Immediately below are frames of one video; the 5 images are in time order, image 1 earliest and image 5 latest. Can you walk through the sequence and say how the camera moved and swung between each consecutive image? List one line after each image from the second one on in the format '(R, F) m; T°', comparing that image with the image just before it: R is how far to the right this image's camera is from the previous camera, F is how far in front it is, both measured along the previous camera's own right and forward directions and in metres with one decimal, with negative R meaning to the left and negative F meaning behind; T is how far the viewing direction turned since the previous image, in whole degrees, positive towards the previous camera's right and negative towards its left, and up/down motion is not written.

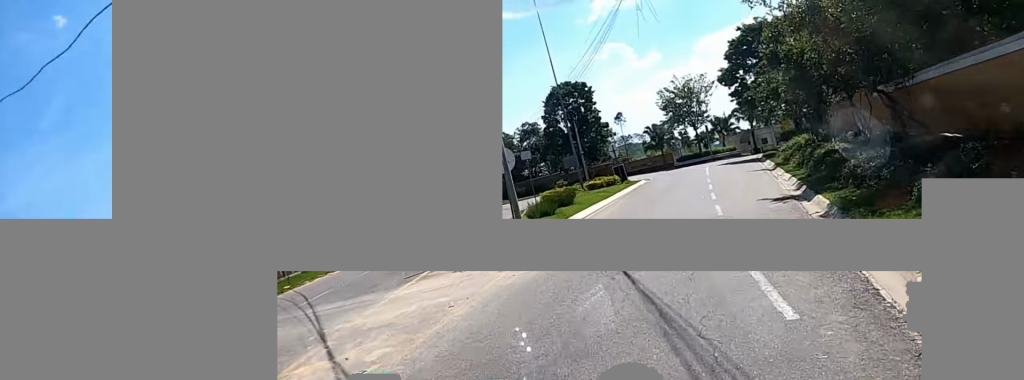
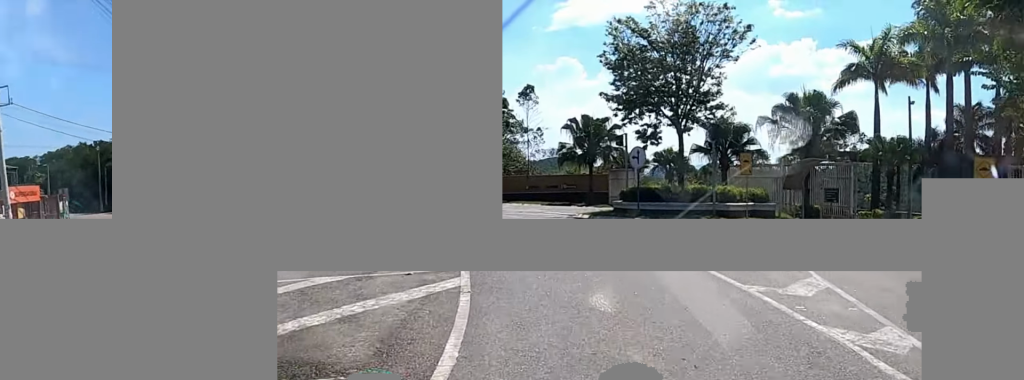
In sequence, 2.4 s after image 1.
(-4.3, +33.0) m; -25°
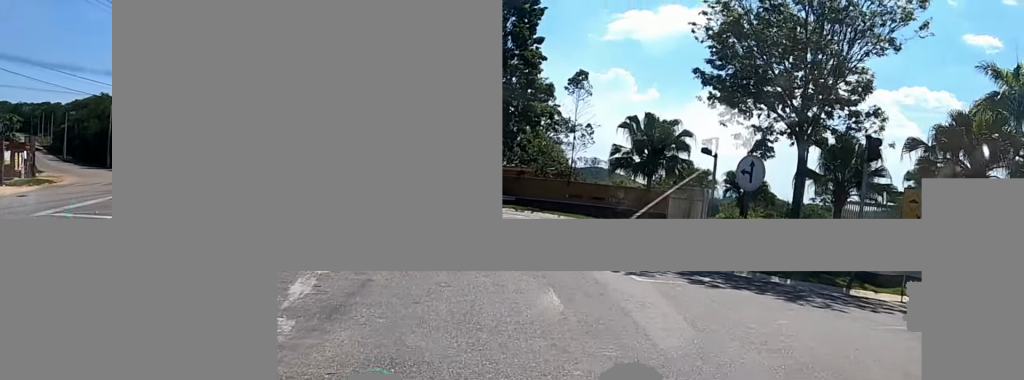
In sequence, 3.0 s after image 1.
(-1.6, +8.3) m; -11°
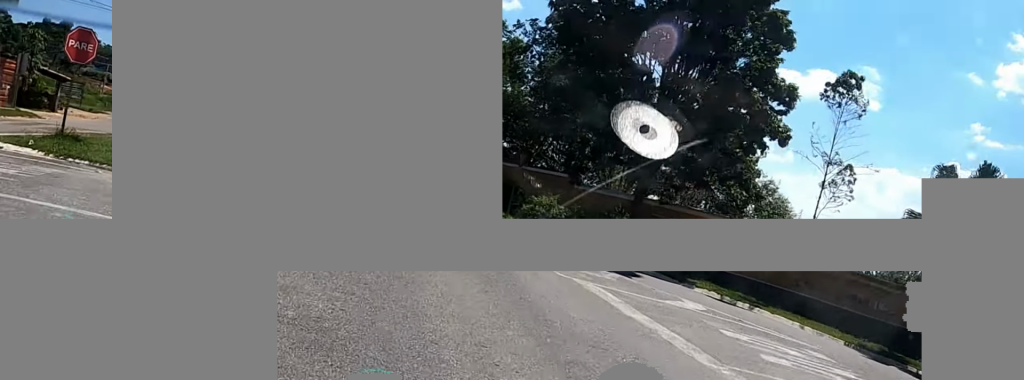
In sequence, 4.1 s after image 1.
(-0.9, +16.1) m; -10°
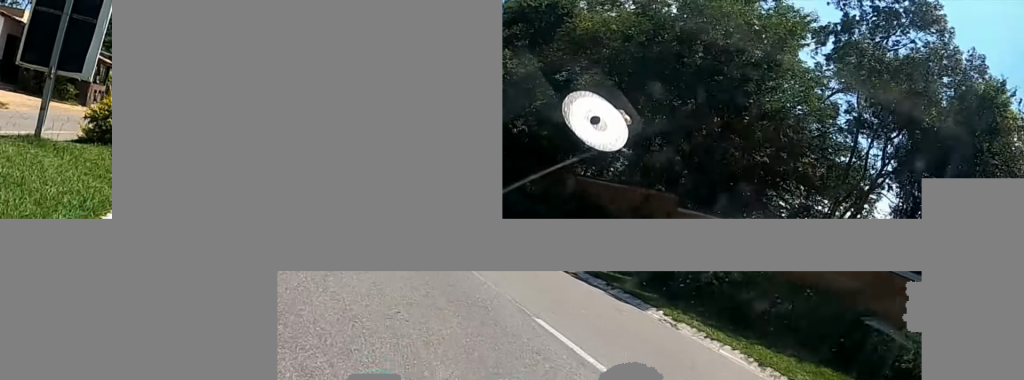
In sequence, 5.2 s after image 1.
(-2.1, +16.1) m; -12°
